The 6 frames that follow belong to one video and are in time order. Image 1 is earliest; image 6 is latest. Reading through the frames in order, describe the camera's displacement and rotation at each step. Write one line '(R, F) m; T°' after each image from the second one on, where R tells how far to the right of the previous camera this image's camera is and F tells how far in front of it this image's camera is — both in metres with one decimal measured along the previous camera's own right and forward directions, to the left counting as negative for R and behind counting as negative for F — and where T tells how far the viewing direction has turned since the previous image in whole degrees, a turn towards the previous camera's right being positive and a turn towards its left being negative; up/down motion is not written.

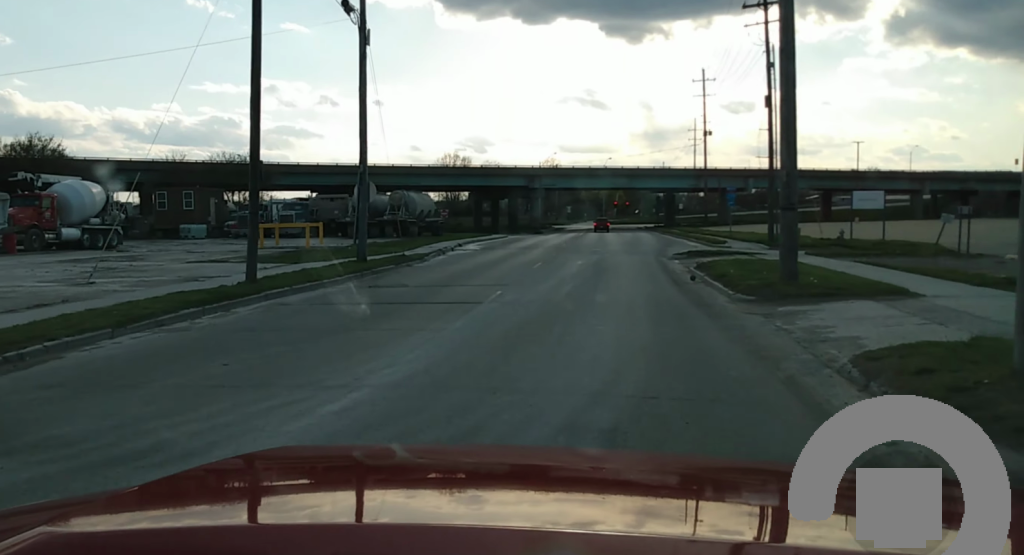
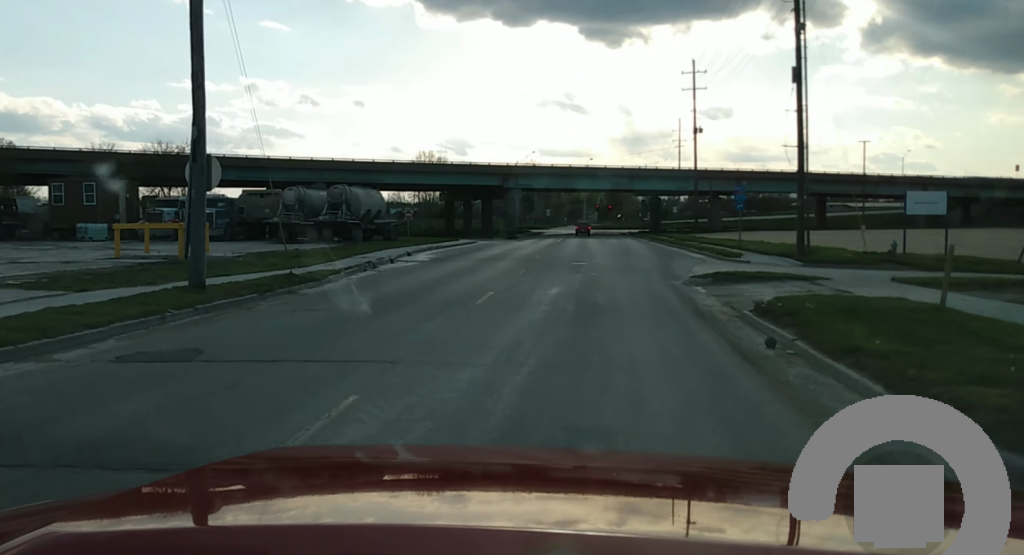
(+0.1, +10.9) m; +2°
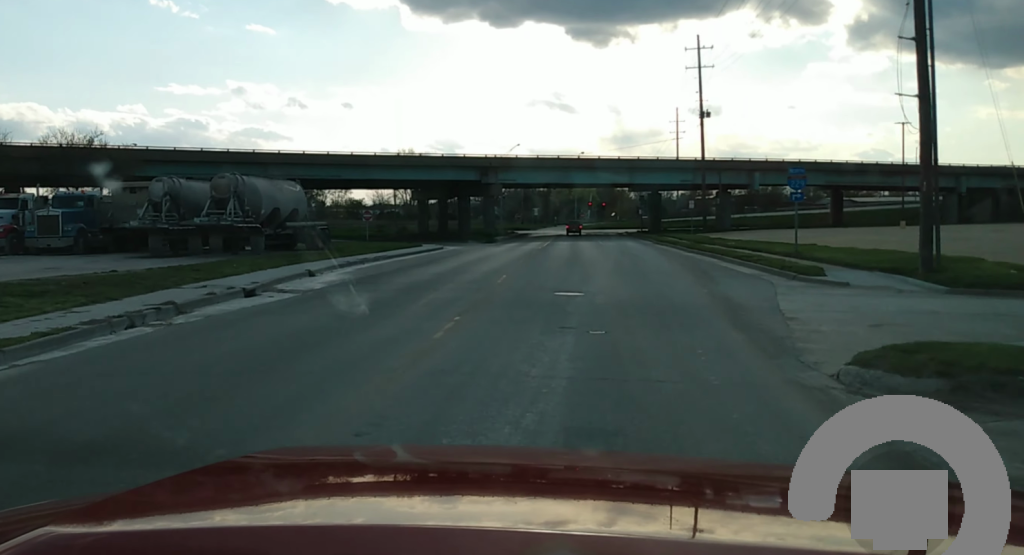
(+0.3, +12.0) m; +2°
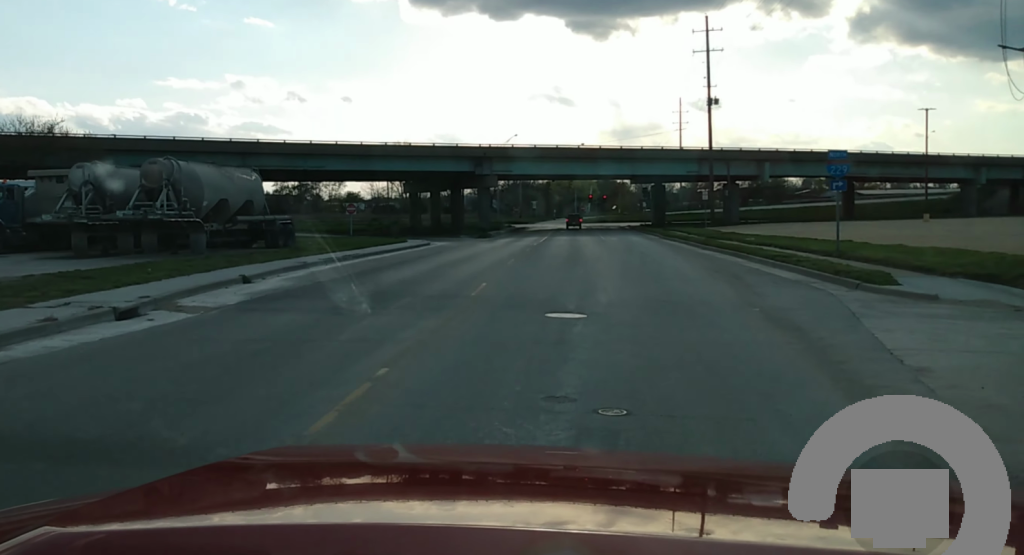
(0.0, +4.7) m; 0°
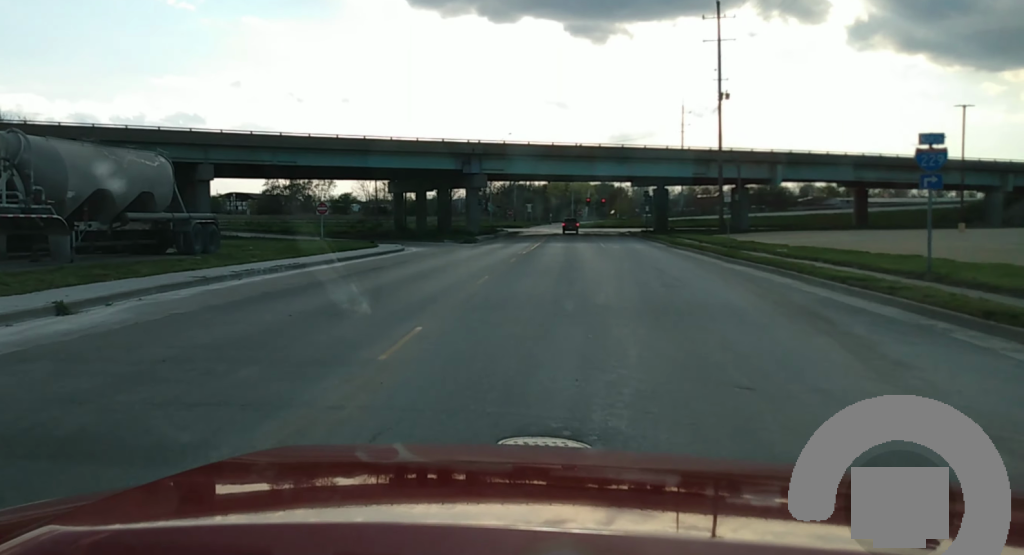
(-0.1, +7.9) m; -2°
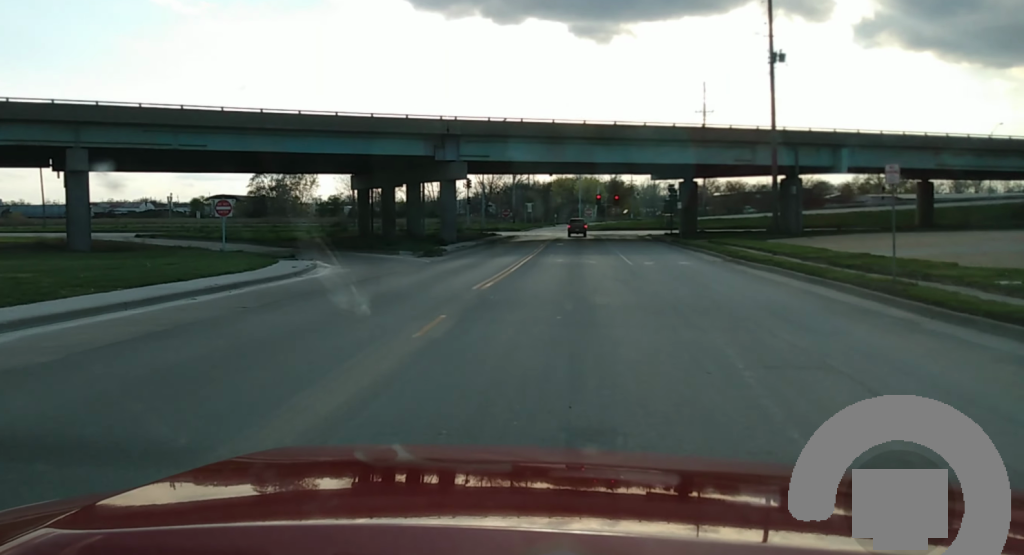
(-0.6, +23.7) m; -2°
